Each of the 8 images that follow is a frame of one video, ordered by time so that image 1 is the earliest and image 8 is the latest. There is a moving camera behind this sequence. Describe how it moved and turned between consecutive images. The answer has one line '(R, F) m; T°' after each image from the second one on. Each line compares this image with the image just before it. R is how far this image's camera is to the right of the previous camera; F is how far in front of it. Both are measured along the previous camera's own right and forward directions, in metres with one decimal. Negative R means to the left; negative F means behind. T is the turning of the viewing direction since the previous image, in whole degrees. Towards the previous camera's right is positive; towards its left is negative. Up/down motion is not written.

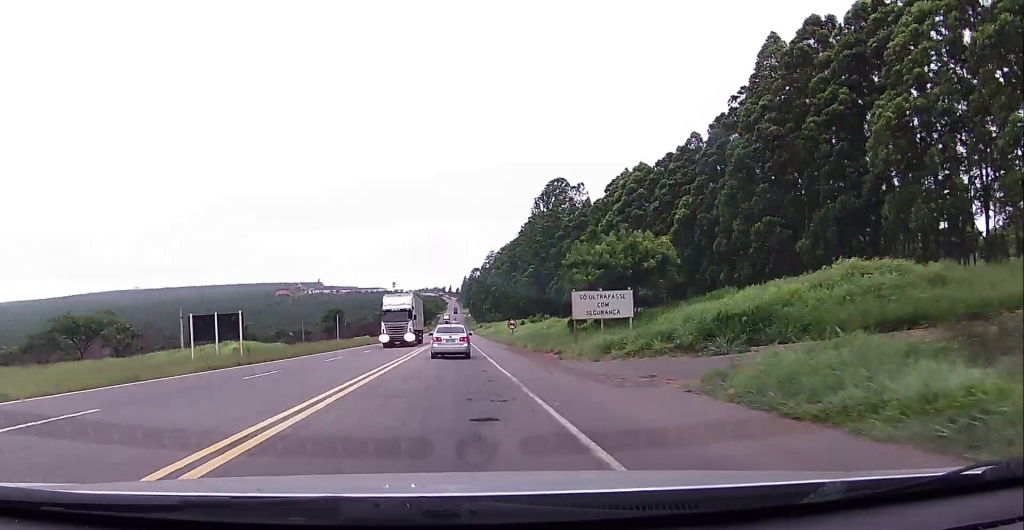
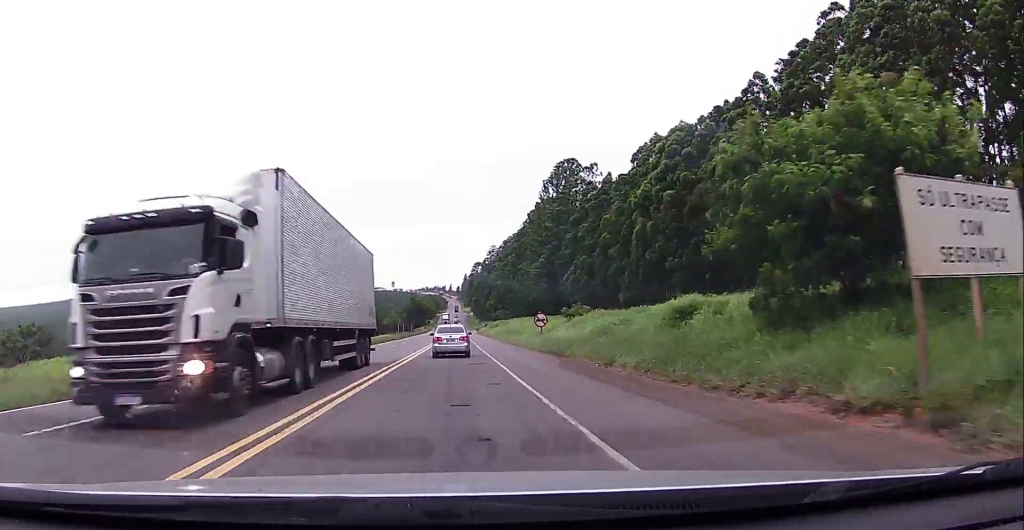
(0.0, +22.0) m; 0°
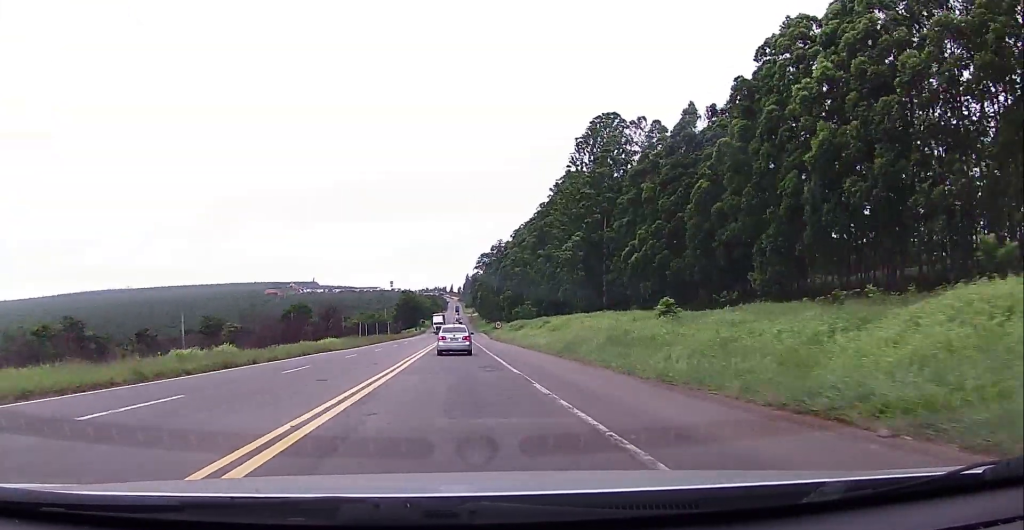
(+0.4, +46.8) m; +1°
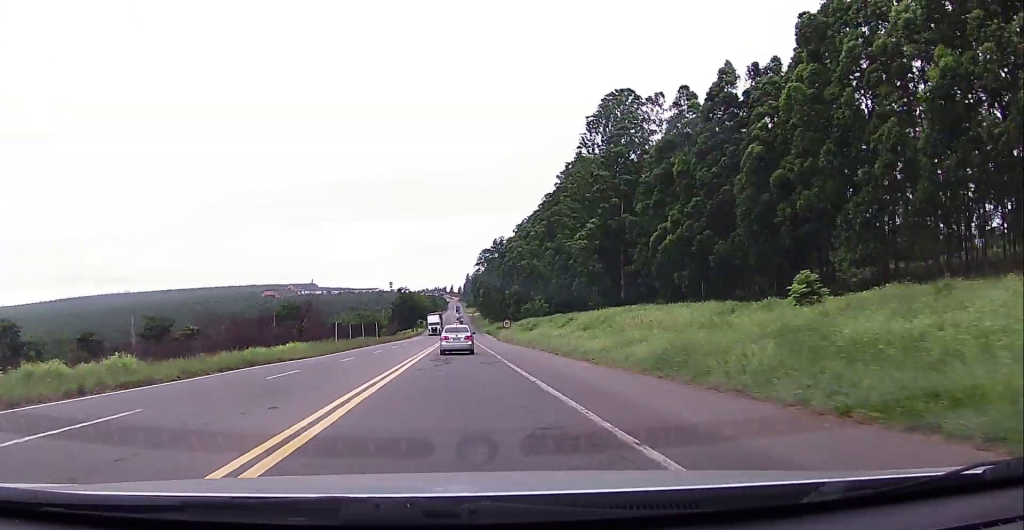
(0.0, +14.0) m; 0°
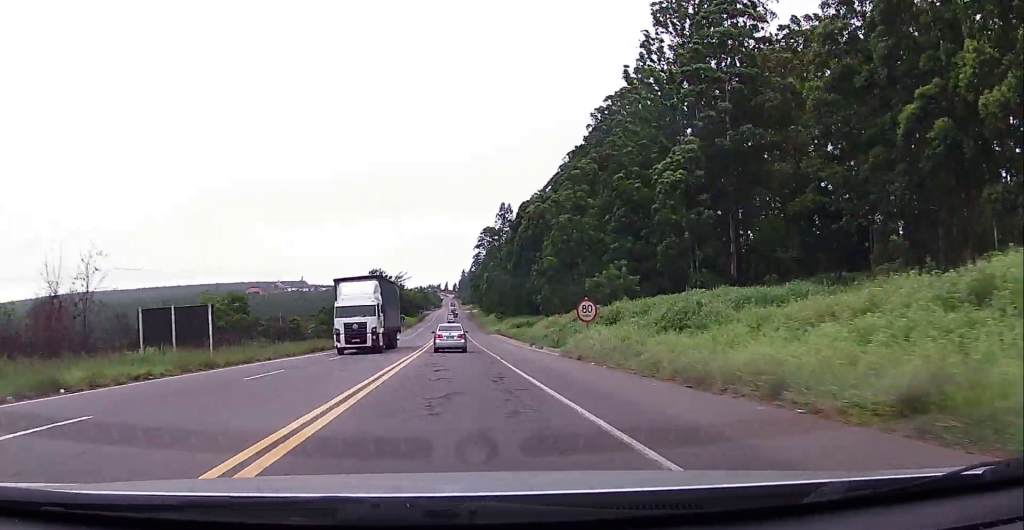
(-0.5, +49.4) m; -1°
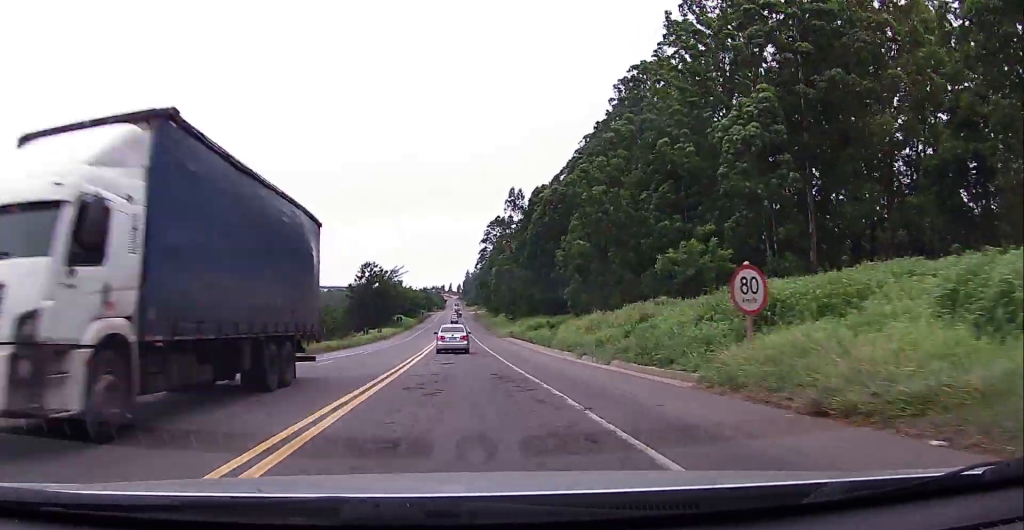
(+0.2, +15.9) m; 0°
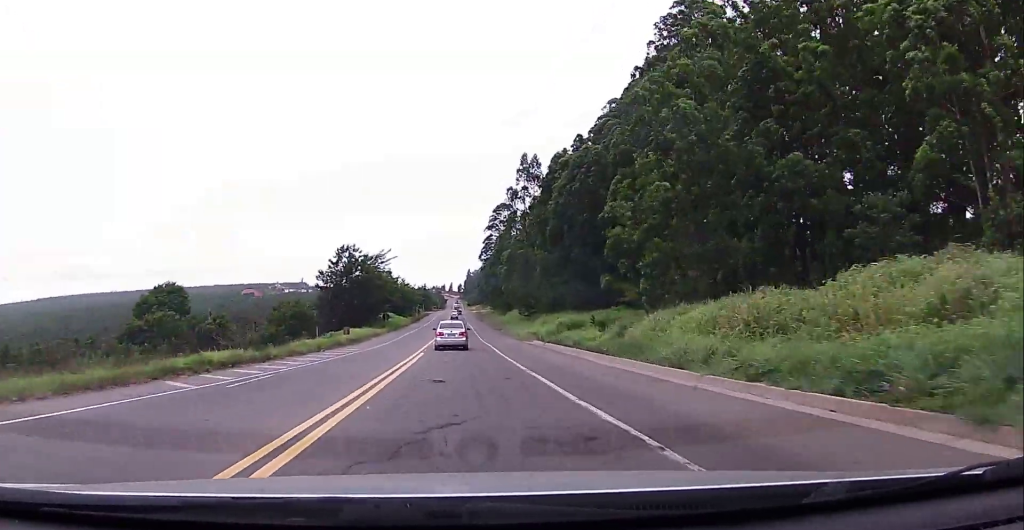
(-0.1, +23.1) m; 0°
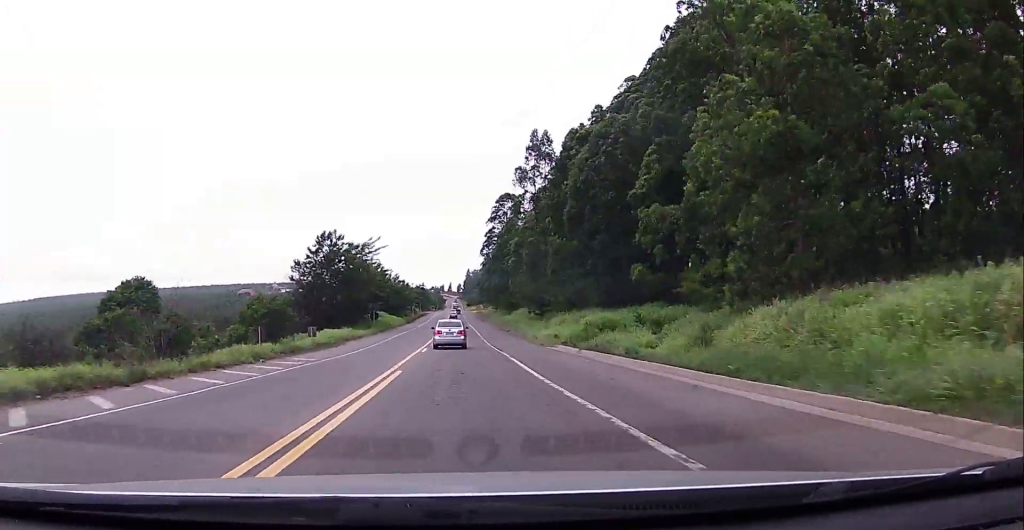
(0.0, +12.4) m; 0°
